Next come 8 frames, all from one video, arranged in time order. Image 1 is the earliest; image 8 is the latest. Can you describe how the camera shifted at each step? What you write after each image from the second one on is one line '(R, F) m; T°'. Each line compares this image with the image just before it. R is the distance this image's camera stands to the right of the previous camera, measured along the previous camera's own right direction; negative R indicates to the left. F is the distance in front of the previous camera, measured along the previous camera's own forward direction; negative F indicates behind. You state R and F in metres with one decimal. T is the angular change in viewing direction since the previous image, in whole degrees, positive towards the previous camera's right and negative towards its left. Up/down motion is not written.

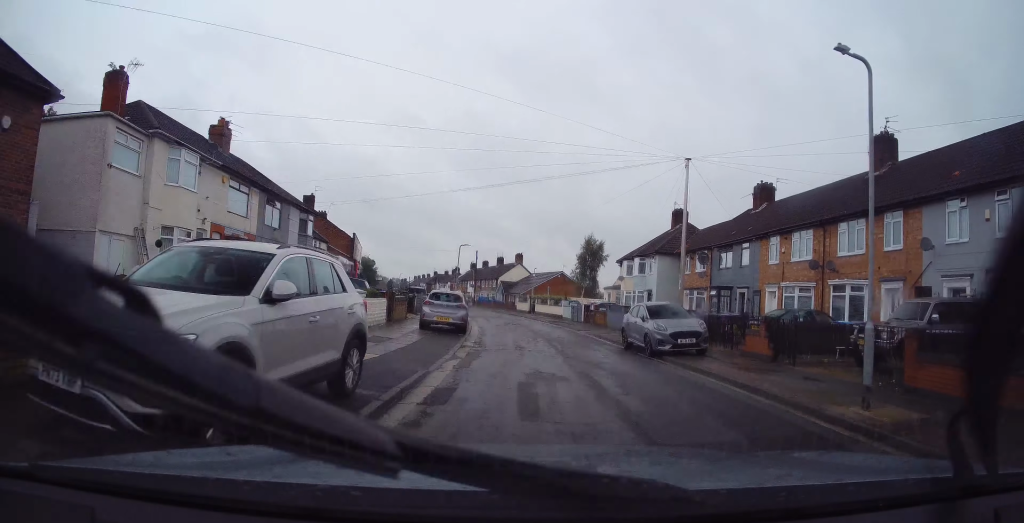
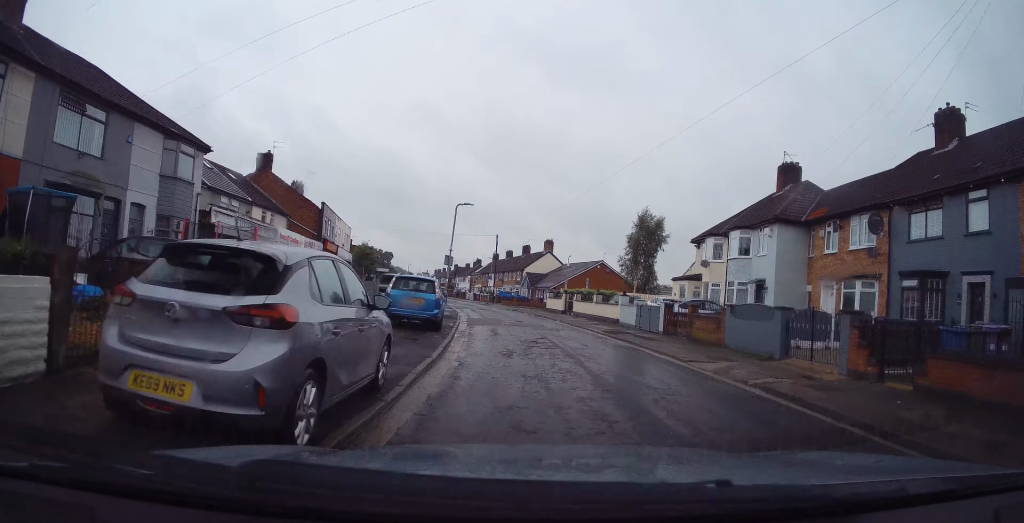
(-0.5, +15.9) m; -4°
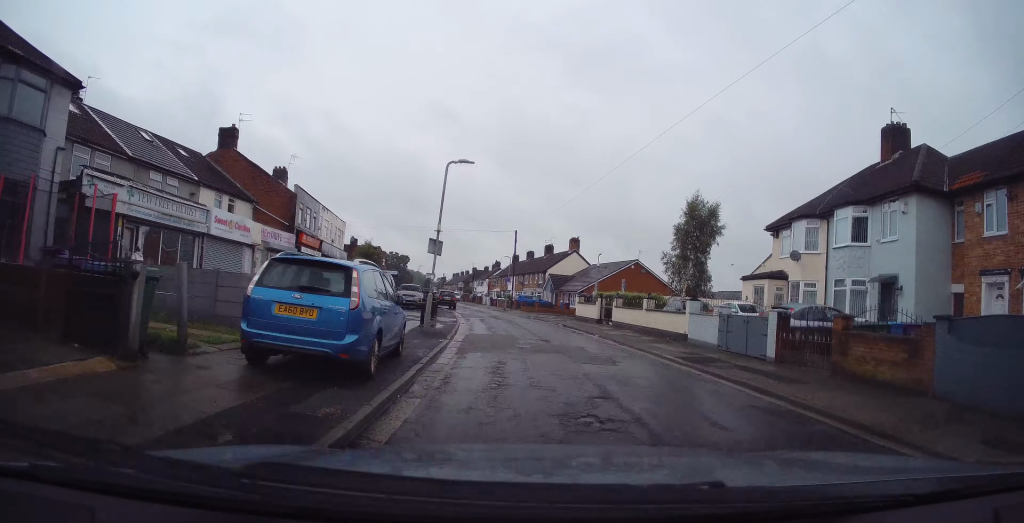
(-0.3, +8.6) m; -2°
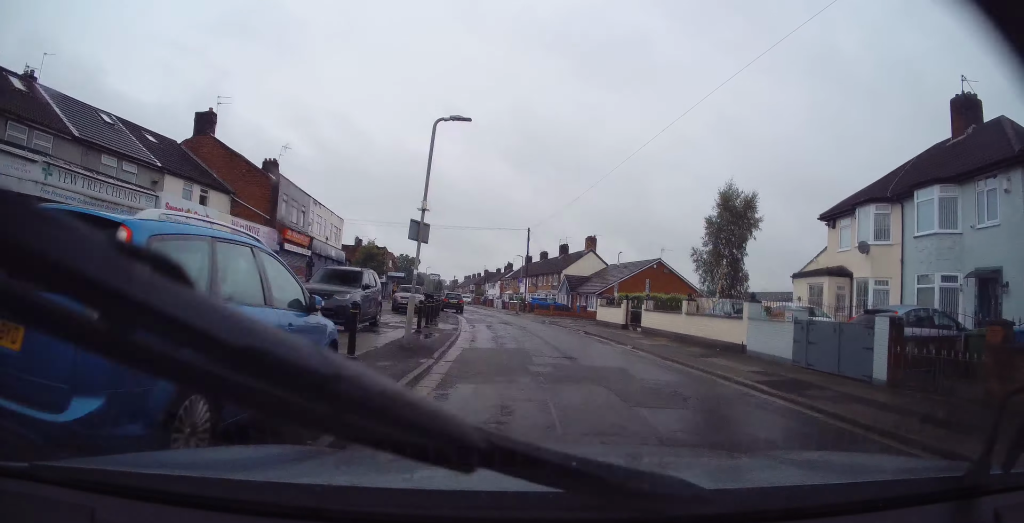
(0.0, +4.2) m; -1°
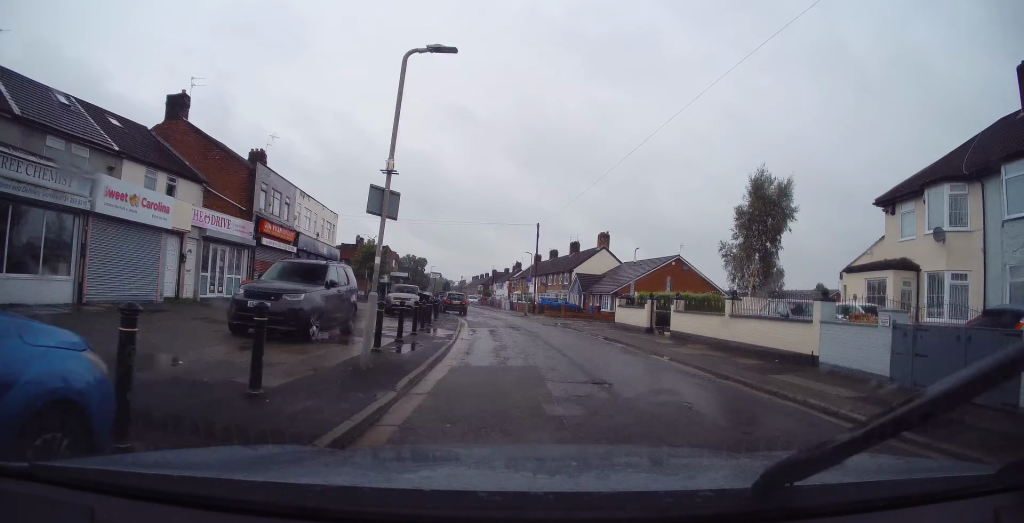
(+0.1, +3.7) m; 0°
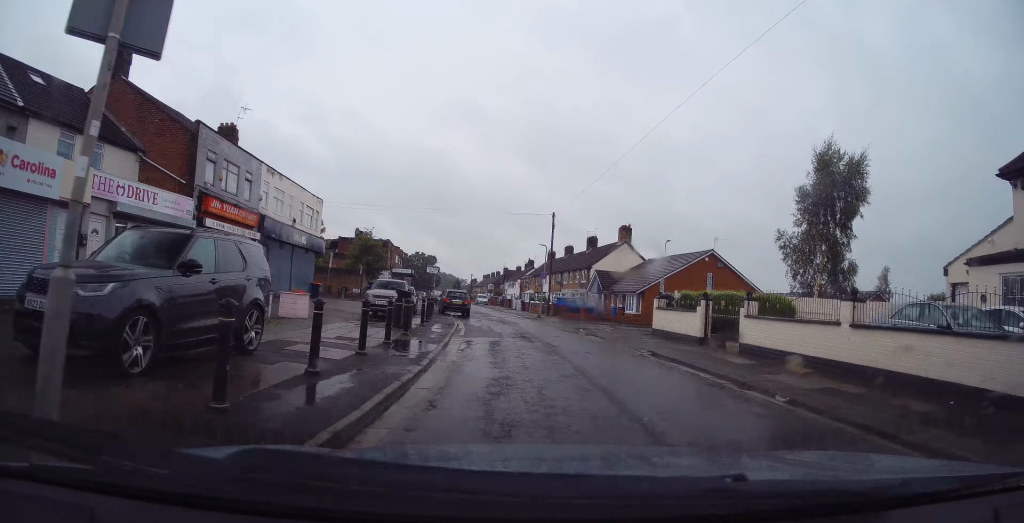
(-0.1, +6.2) m; -2°
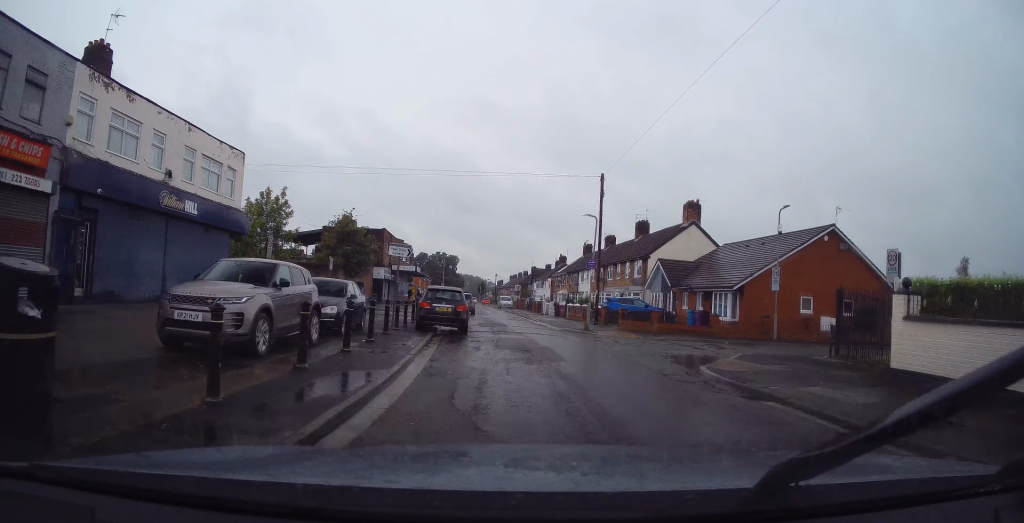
(-0.7, +15.5) m; -3°
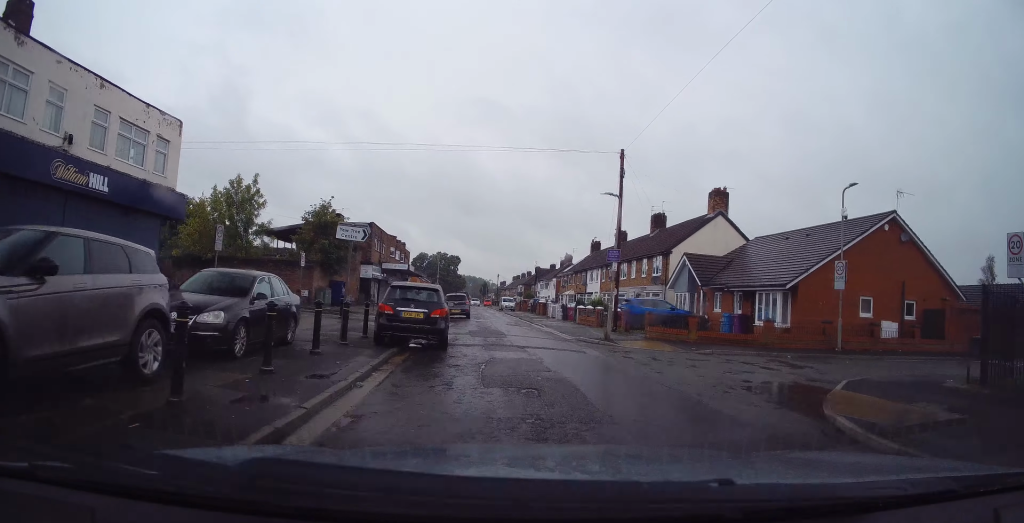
(+0.1, +5.6) m; 0°
